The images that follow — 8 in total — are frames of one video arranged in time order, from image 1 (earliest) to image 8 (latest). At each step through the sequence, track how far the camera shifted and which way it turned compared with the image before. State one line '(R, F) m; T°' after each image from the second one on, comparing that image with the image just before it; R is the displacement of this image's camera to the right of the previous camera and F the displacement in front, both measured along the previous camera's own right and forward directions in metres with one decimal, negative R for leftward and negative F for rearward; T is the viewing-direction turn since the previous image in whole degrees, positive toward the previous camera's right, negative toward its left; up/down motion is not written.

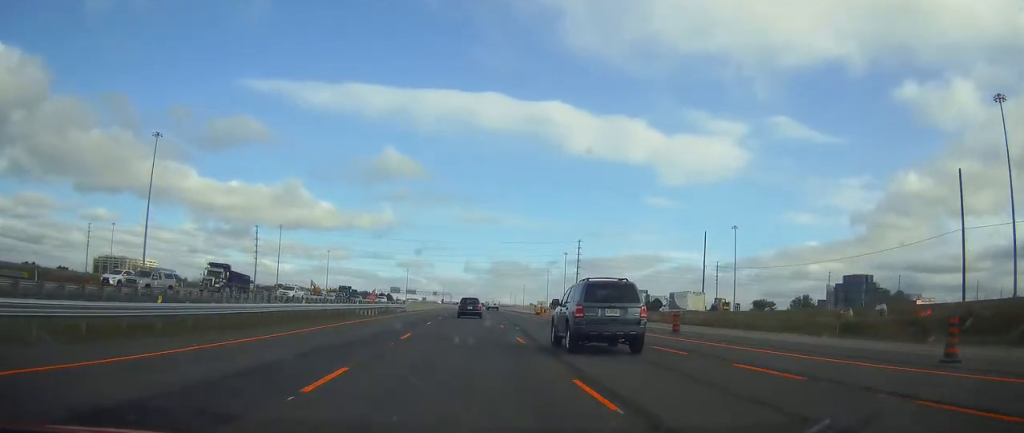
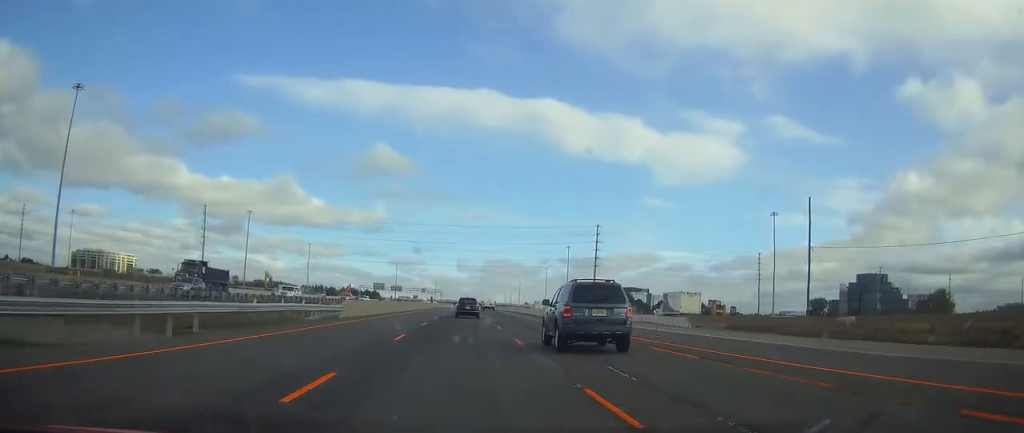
(+0.1, +37.5) m; 0°
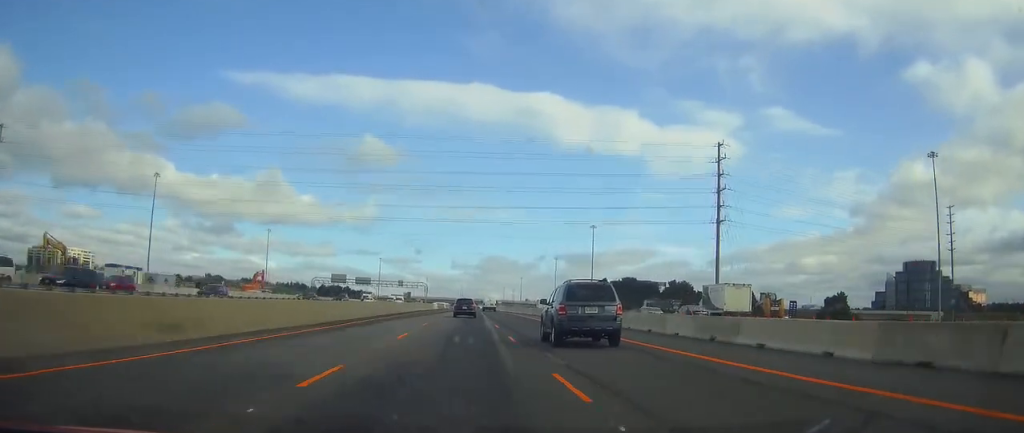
(+0.2, +83.6) m; 0°
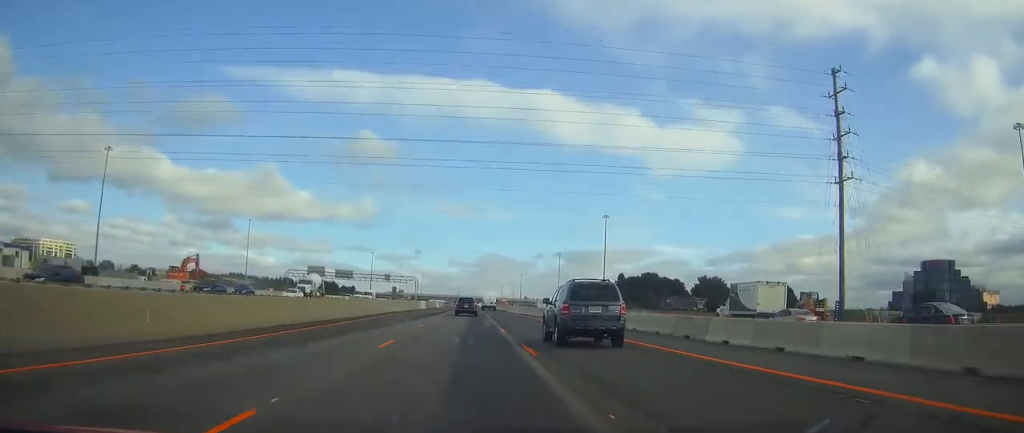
(0.0, +29.4) m; 0°
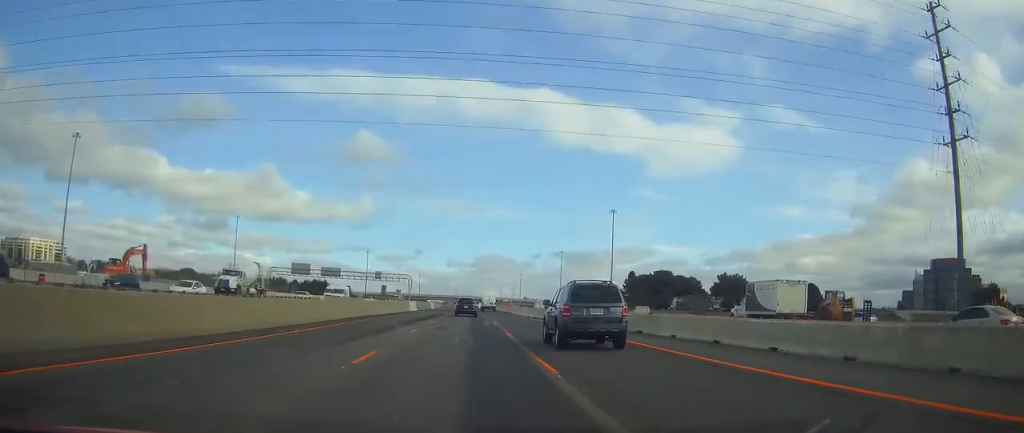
(+0.1, +15.7) m; 0°
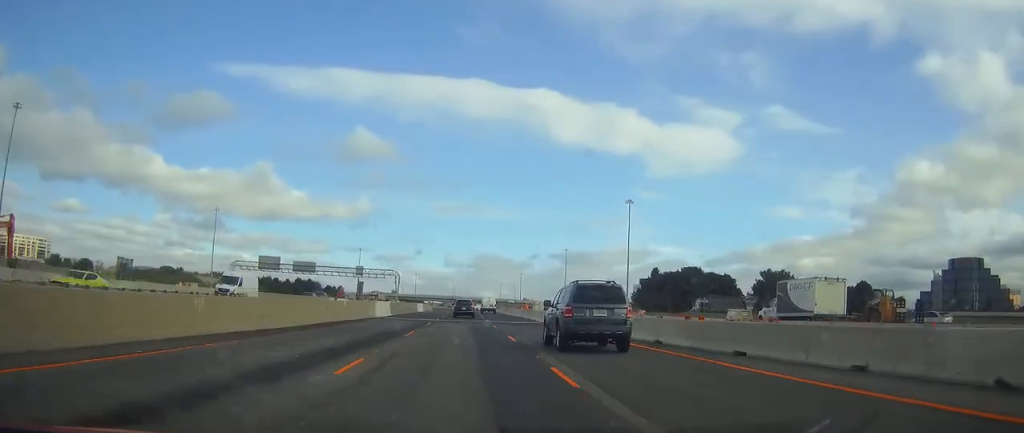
(0.0, +26.3) m; 0°
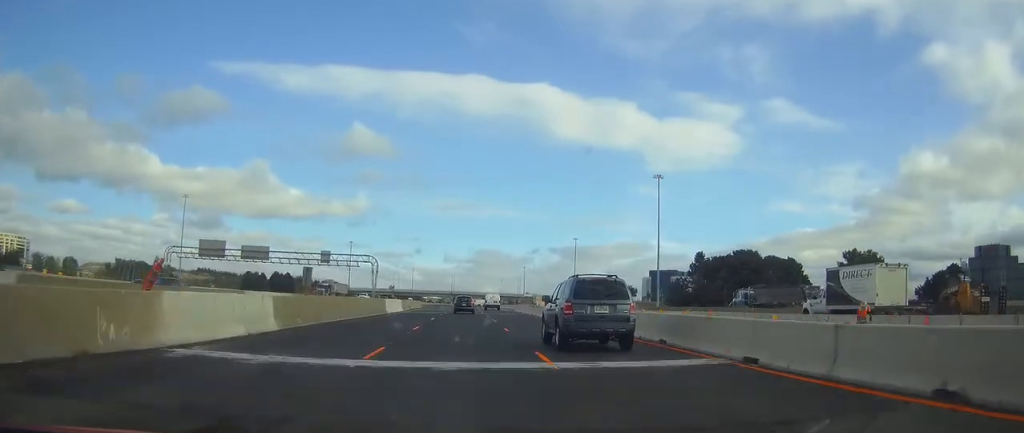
(0.0, +33.6) m; 0°
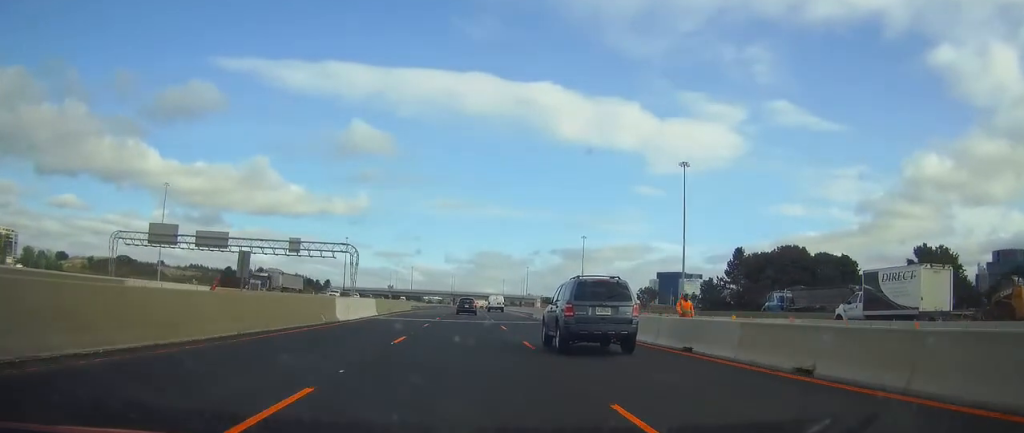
(0.0, +20.0) m; 0°
